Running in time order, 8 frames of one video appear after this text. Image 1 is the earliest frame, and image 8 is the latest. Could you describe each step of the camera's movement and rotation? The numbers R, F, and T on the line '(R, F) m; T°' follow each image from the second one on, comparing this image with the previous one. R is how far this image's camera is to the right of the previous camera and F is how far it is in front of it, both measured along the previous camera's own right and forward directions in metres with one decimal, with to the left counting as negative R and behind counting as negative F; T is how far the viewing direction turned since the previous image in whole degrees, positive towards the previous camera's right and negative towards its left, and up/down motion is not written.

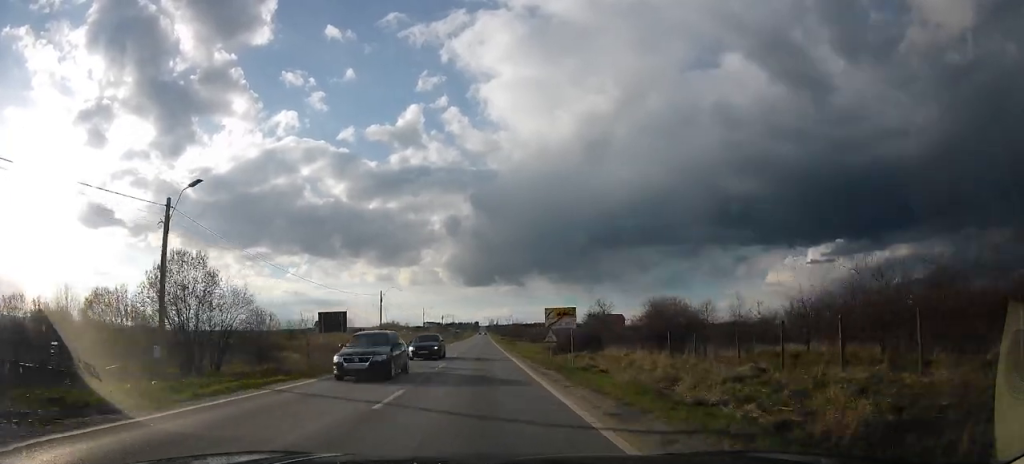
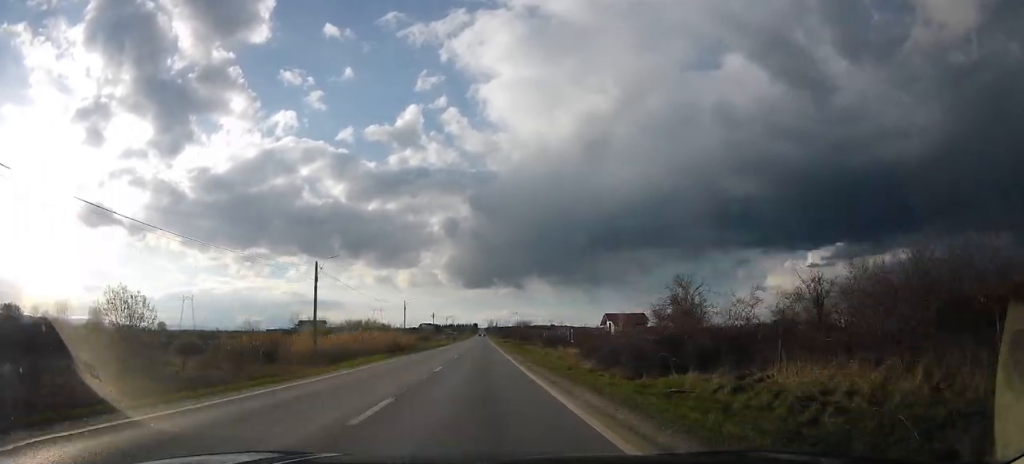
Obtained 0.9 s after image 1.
(0.0, +23.8) m; -1°
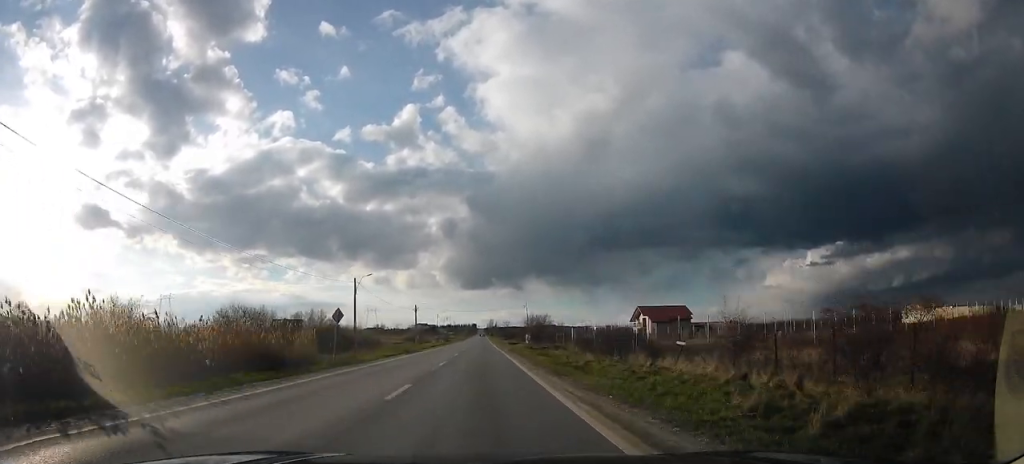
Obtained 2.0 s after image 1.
(-0.8, +30.7) m; -2°
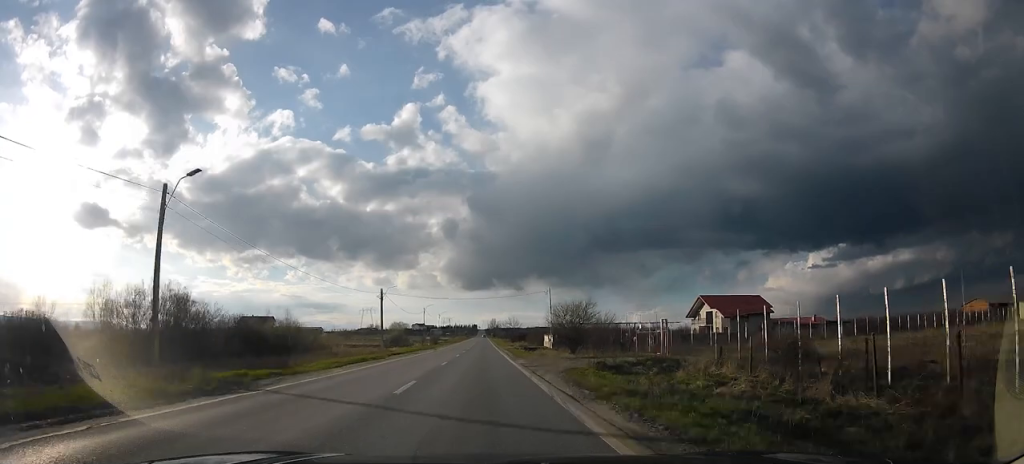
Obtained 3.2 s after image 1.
(0.0, +32.7) m; +1°
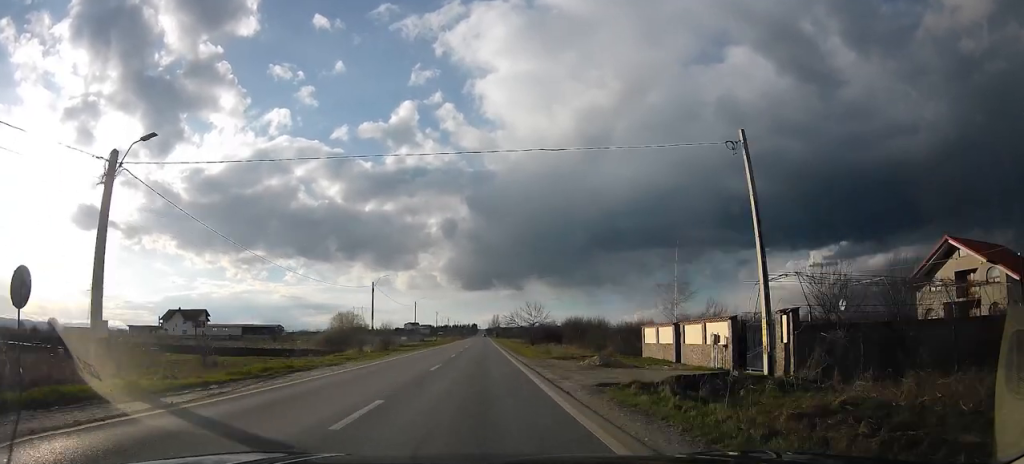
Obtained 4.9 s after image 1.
(+0.4, +50.1) m; 0°
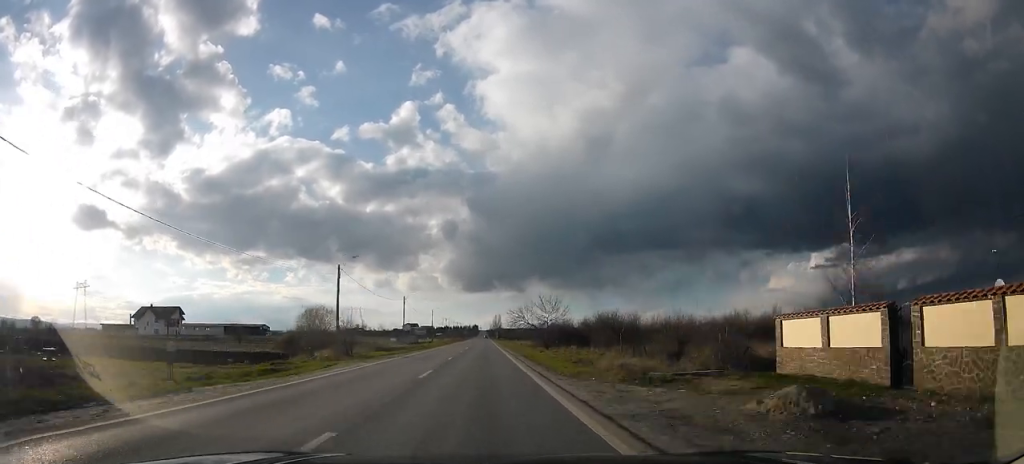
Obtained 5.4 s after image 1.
(-0.2, +14.7) m; -1°
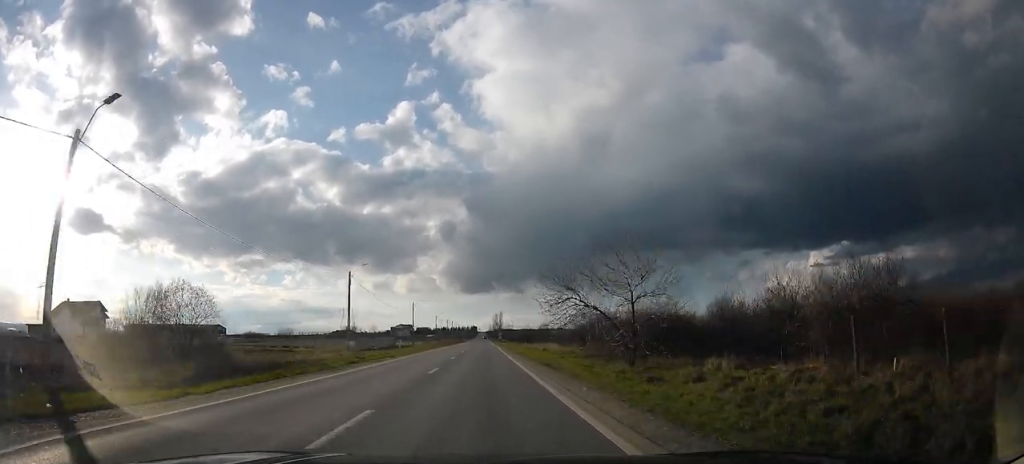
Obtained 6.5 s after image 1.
(0.0, +32.7) m; 0°
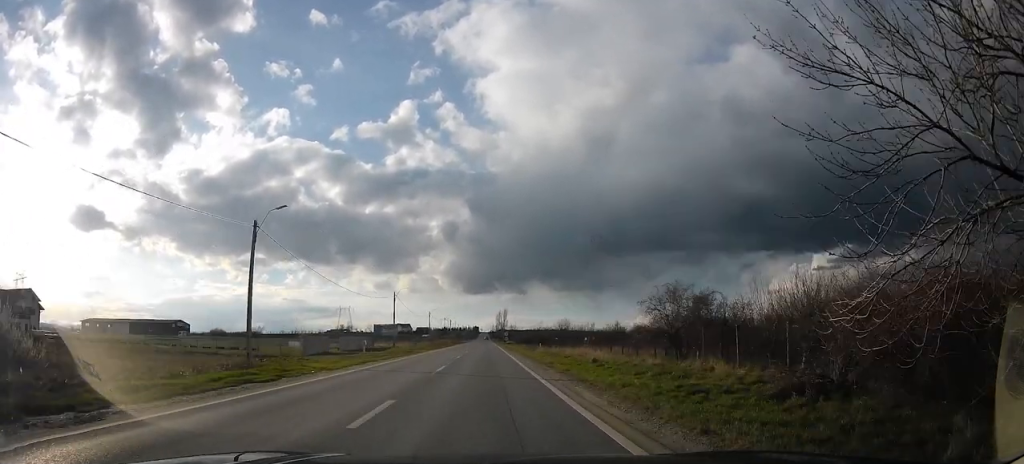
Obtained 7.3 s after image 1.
(0.0, +21.9) m; +1°
